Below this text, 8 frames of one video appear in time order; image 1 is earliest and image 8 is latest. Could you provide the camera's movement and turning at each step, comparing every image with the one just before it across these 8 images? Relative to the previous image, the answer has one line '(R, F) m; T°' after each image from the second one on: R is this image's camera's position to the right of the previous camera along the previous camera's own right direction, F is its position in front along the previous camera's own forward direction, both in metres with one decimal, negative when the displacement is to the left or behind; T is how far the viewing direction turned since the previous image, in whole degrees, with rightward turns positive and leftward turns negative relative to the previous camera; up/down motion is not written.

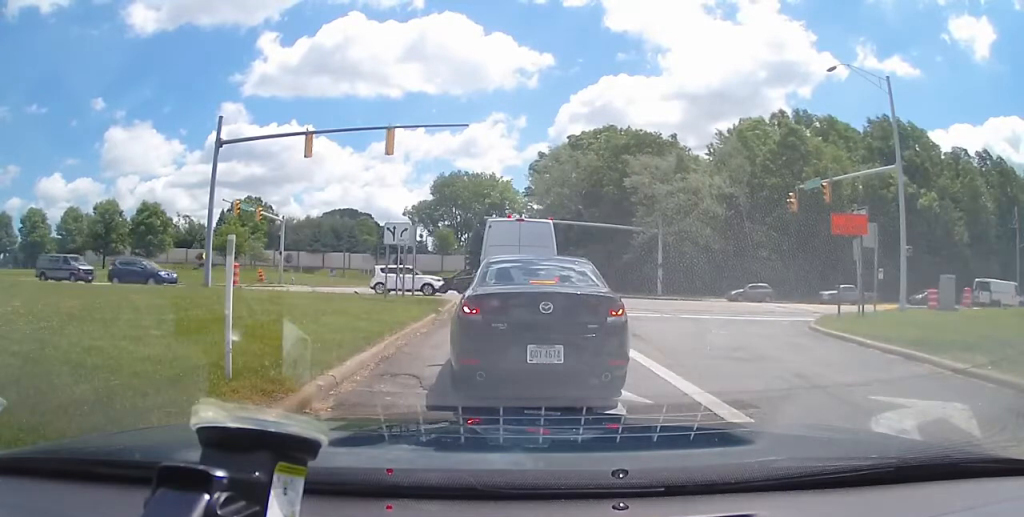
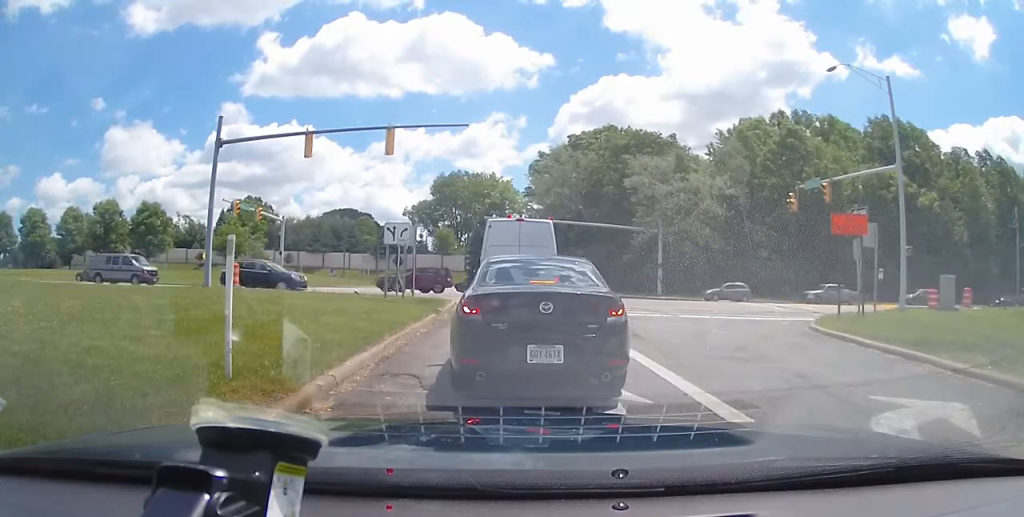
(0.0, 0.0) m; 0°
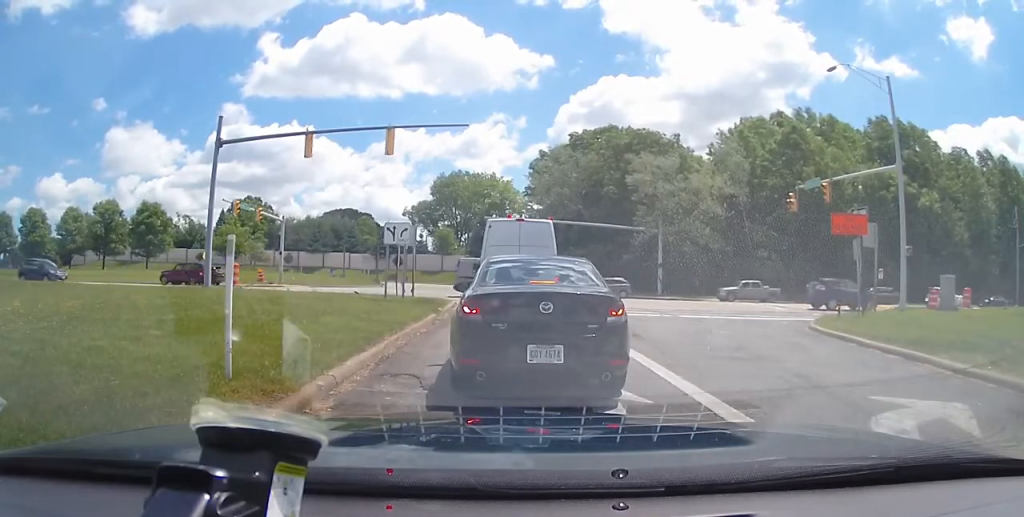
(0.0, 0.0) m; 0°
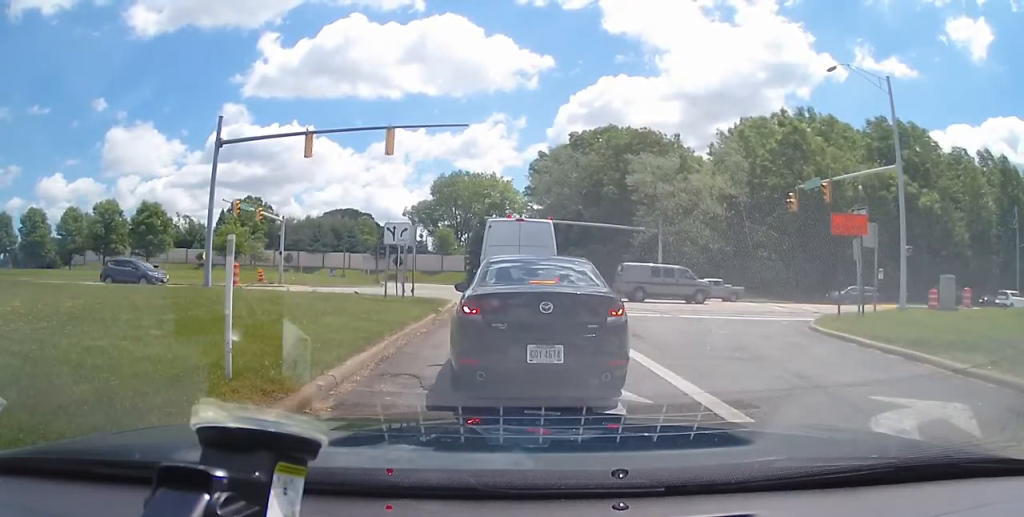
(0.0, 0.0) m; 0°
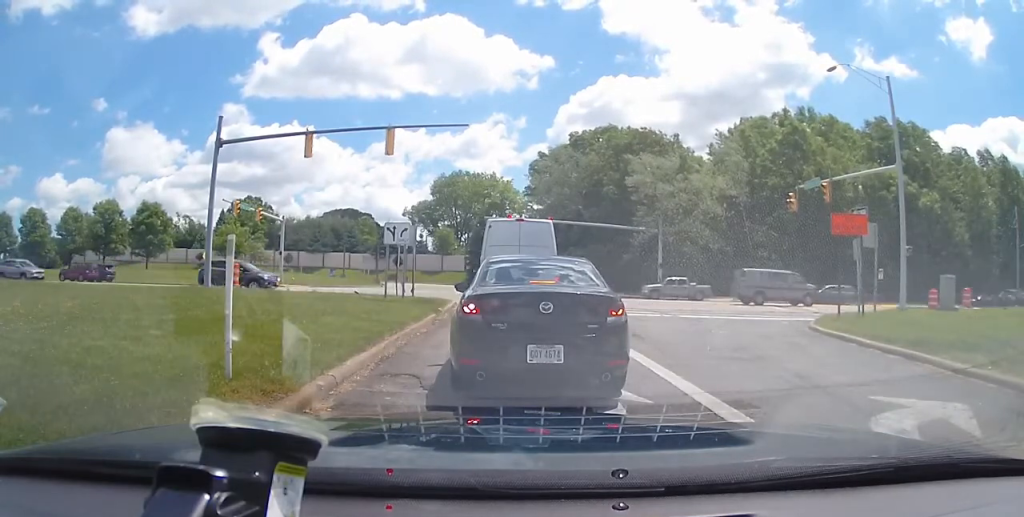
(0.0, 0.0) m; 0°
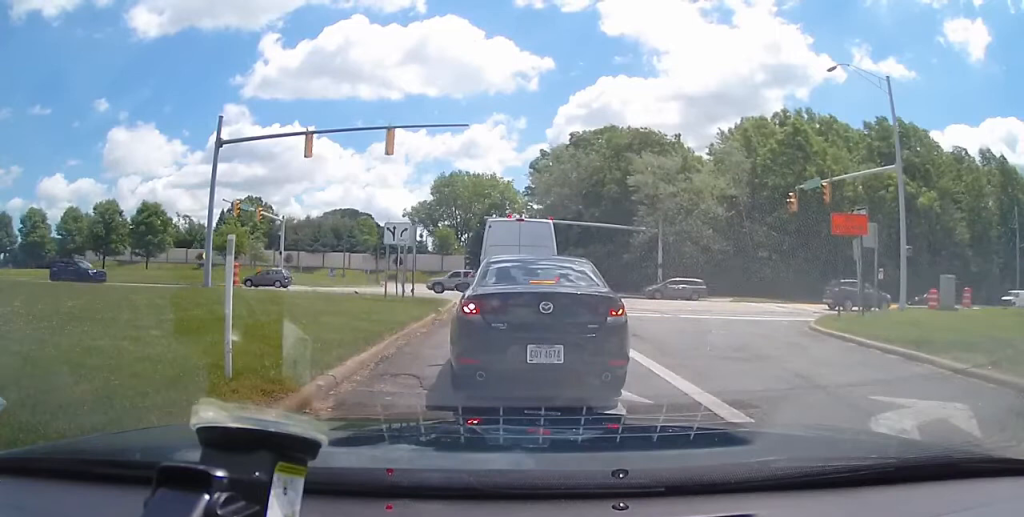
(0.0, 0.0) m; 0°
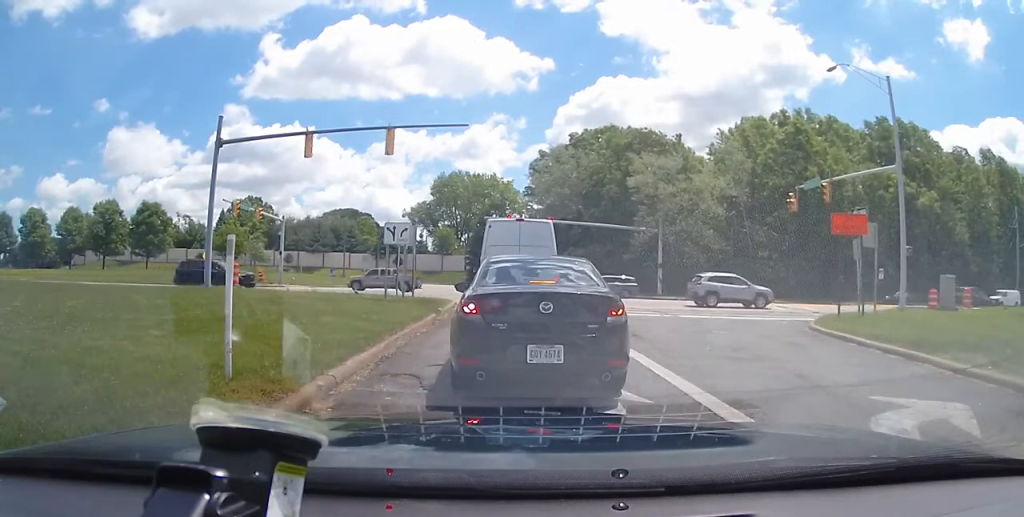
(0.0, 0.0) m; 0°
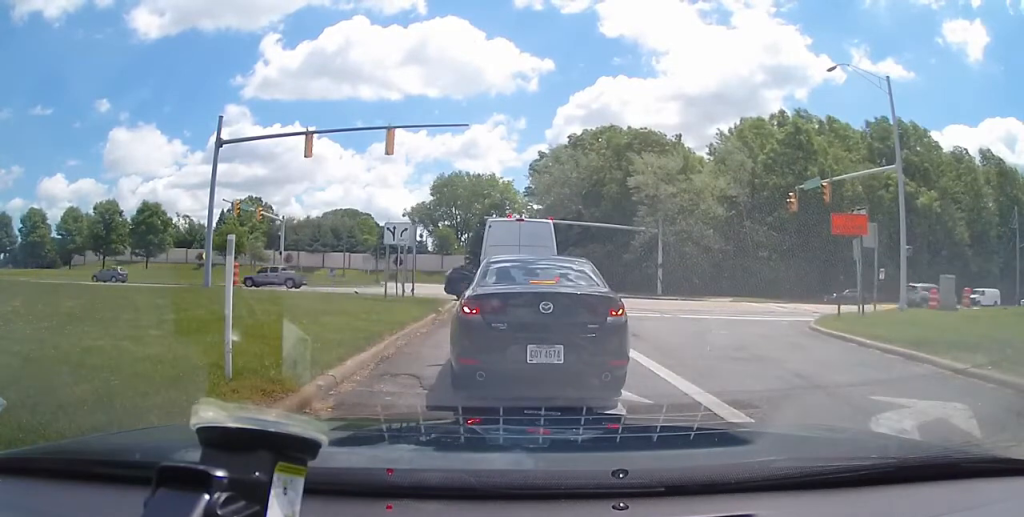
(0.0, 0.0) m; 0°
